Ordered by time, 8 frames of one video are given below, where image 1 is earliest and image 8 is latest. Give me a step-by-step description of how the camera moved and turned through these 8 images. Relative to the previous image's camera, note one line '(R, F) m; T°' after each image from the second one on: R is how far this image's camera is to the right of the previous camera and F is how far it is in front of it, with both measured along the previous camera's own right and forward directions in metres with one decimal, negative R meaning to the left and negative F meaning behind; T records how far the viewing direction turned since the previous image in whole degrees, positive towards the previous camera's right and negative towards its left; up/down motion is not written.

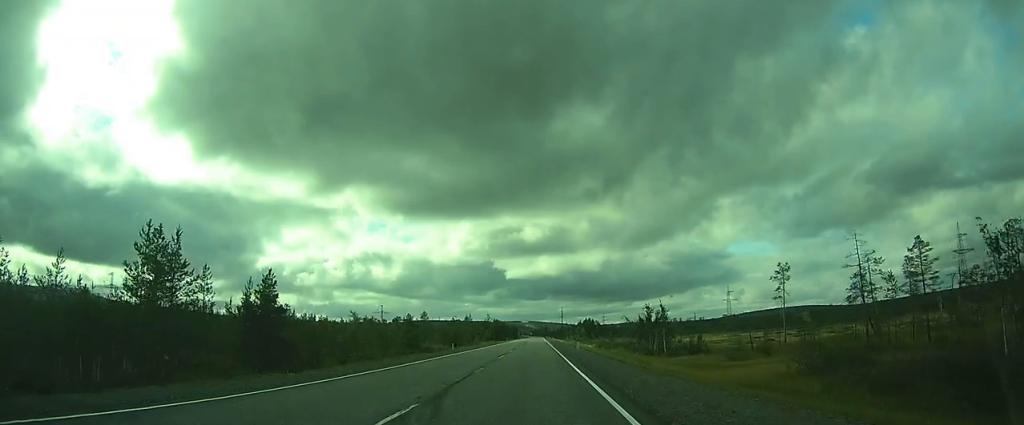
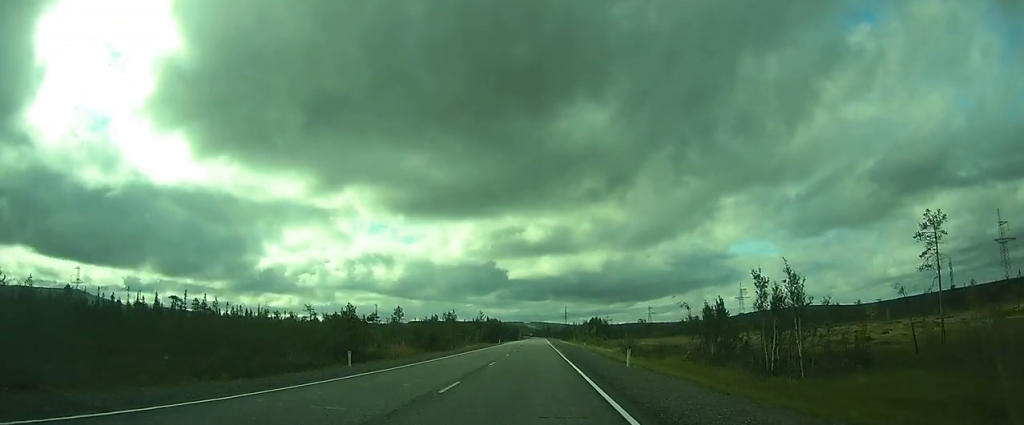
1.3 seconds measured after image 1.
(0.0, +30.2) m; 0°
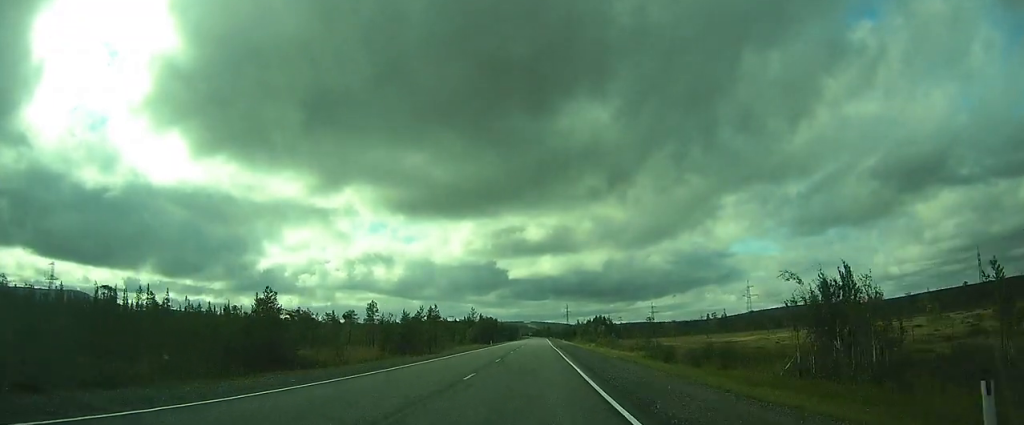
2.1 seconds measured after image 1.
(0.0, +18.7) m; 0°
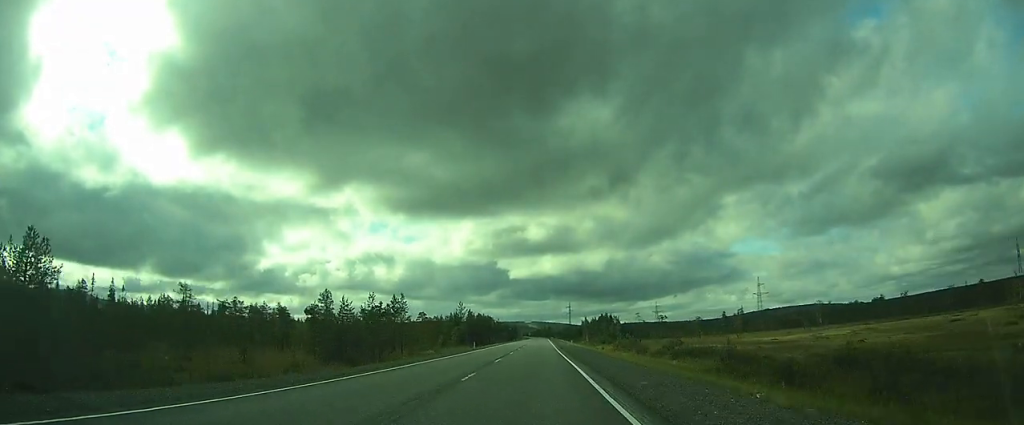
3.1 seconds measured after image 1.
(+0.1, +20.8) m; 0°
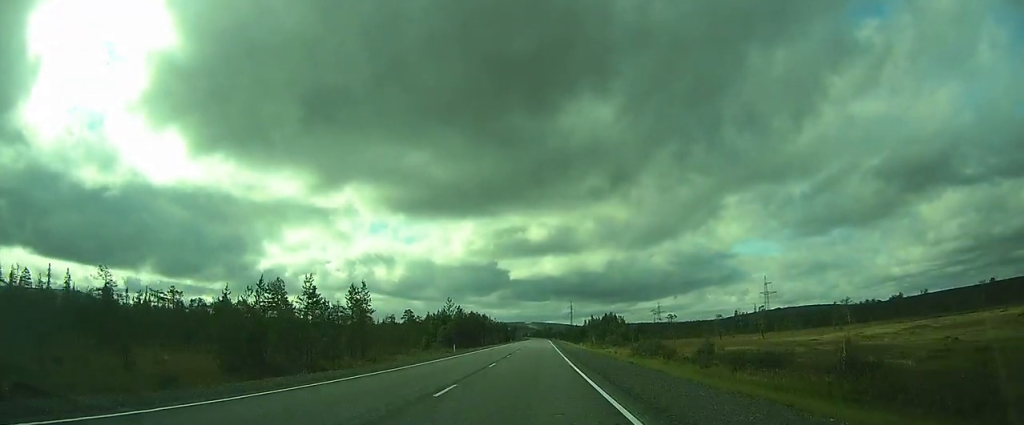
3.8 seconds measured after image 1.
(0.0, +13.1) m; 0°
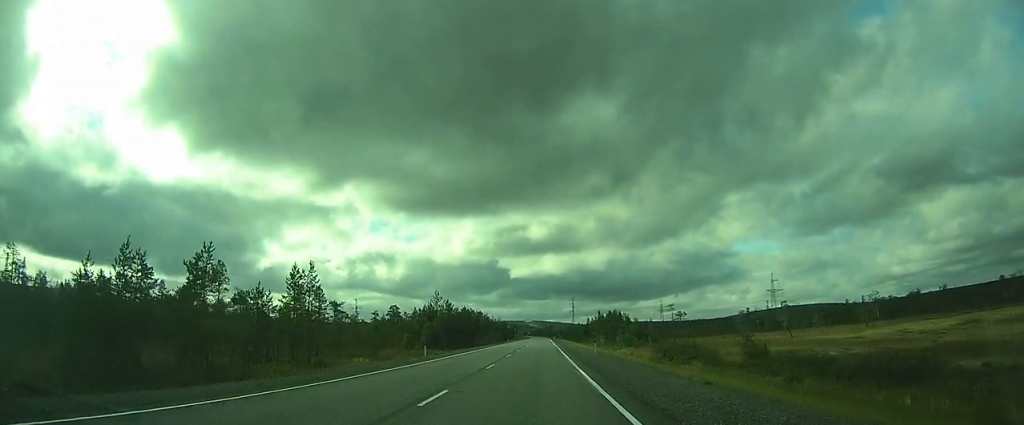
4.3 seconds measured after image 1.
(0.0, +11.2) m; 0°
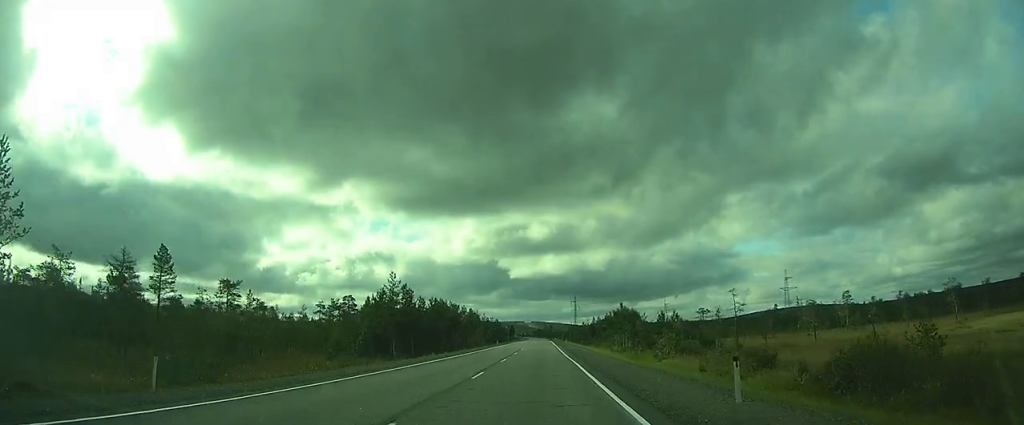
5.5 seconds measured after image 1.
(0.0, +25.5) m; 0°
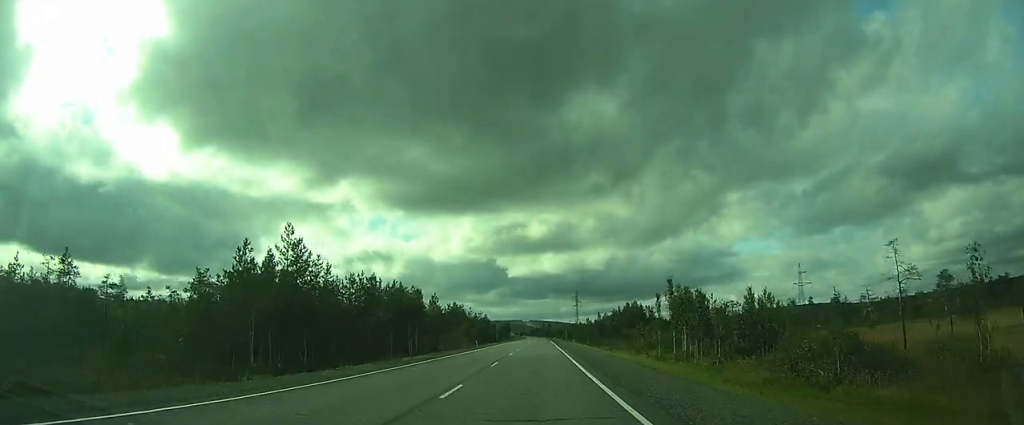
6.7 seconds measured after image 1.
(0.0, +30.9) m; 0°
